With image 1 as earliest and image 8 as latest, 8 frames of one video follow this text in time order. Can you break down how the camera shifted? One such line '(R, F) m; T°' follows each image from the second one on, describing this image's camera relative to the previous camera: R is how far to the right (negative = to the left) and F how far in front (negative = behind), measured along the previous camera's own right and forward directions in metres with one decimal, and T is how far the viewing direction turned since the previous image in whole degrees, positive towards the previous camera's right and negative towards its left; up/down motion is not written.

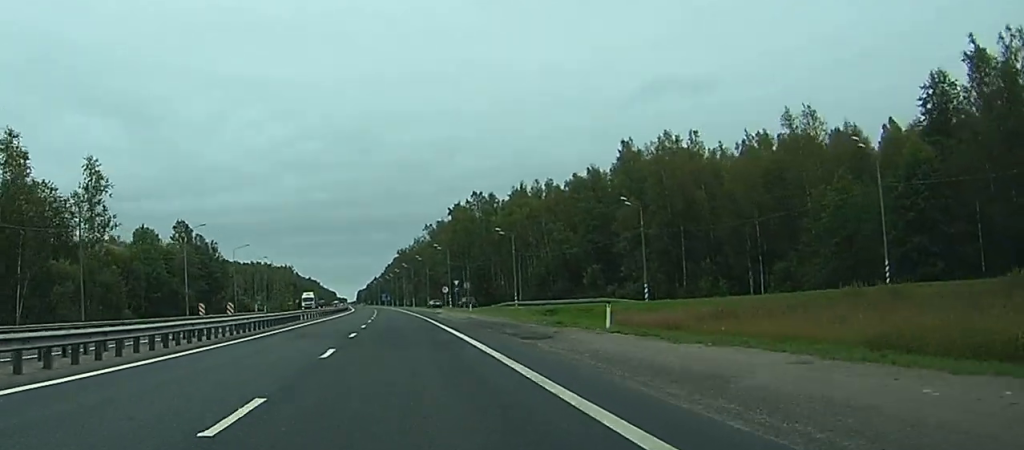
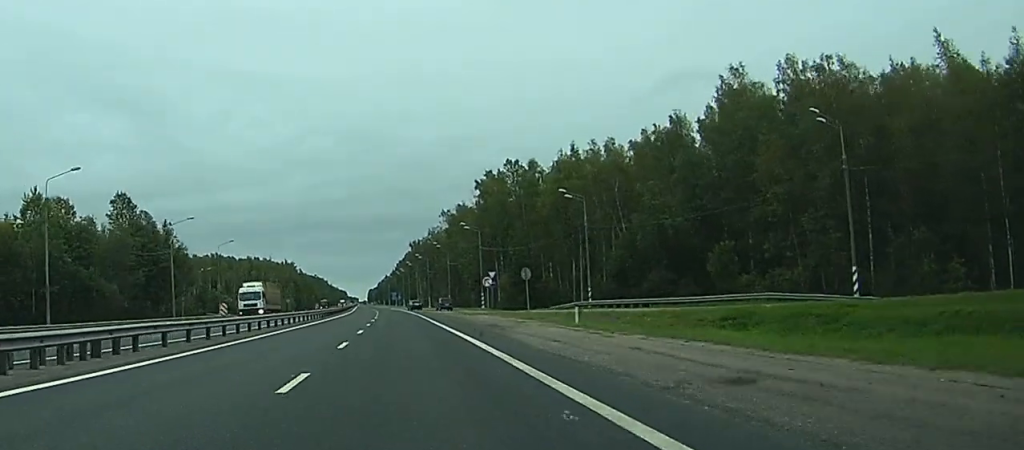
(0.0, +43.1) m; 0°
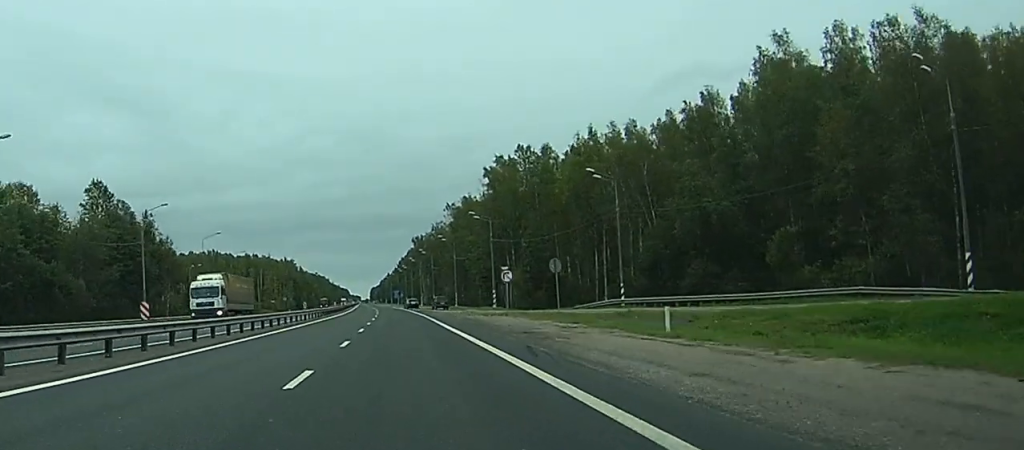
(0.0, +11.4) m; 0°
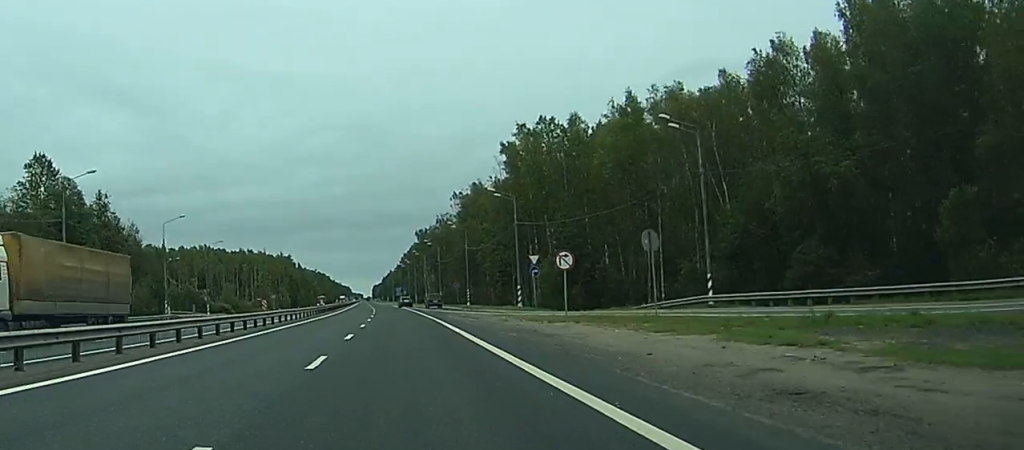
(-0.2, +20.1) m; 0°
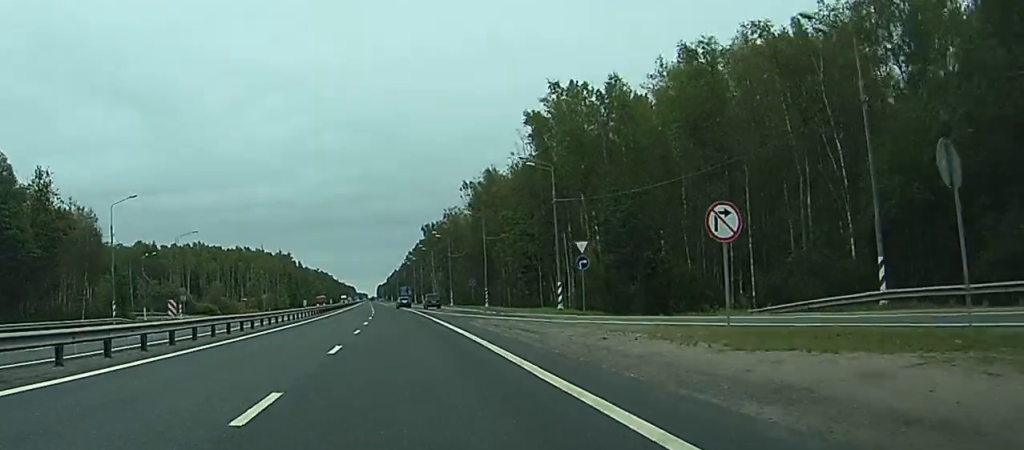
(0.0, +19.1) m; 0°
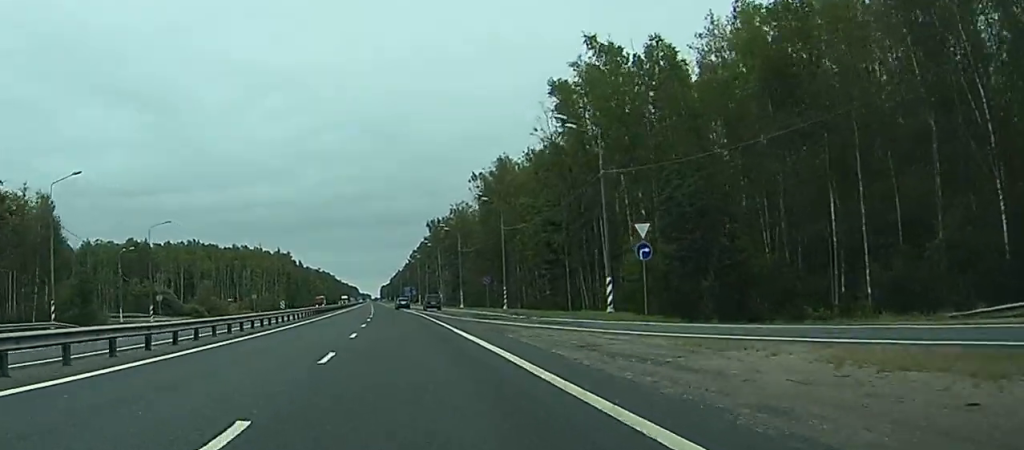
(0.0, +14.6) m; 0°
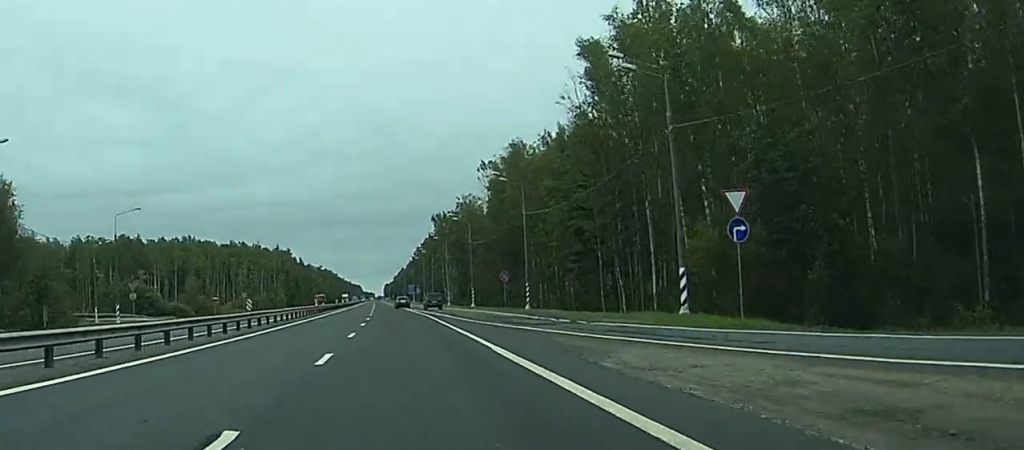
(0.0, +12.8) m; 0°
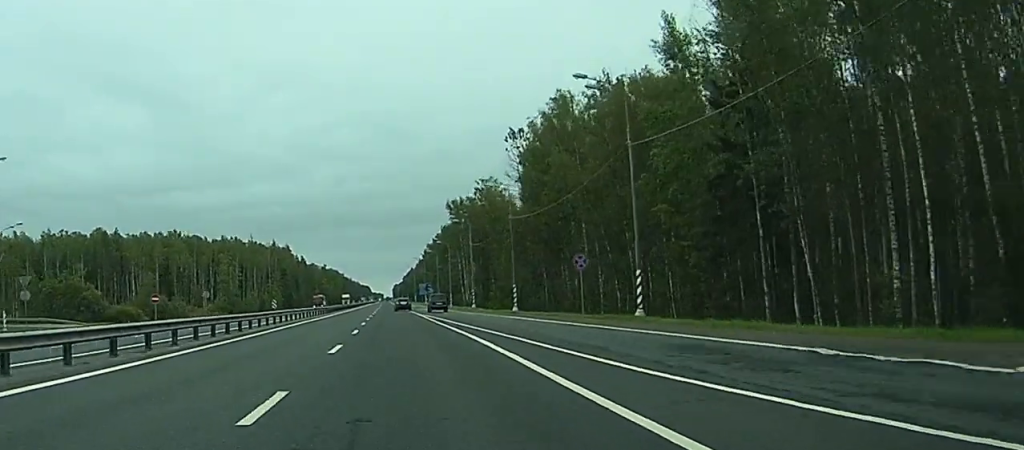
(-0.3, +31.9) m; -1°
